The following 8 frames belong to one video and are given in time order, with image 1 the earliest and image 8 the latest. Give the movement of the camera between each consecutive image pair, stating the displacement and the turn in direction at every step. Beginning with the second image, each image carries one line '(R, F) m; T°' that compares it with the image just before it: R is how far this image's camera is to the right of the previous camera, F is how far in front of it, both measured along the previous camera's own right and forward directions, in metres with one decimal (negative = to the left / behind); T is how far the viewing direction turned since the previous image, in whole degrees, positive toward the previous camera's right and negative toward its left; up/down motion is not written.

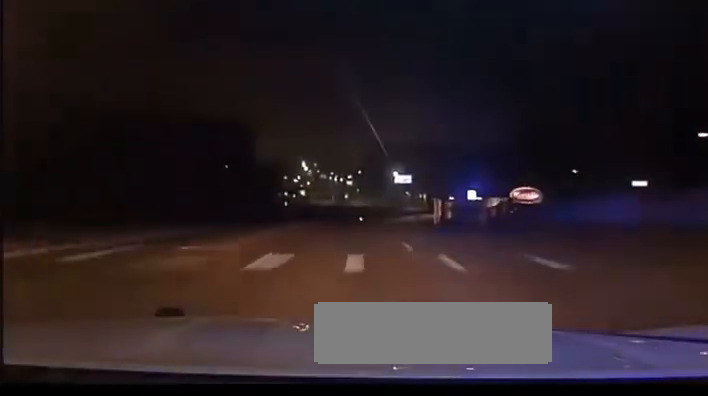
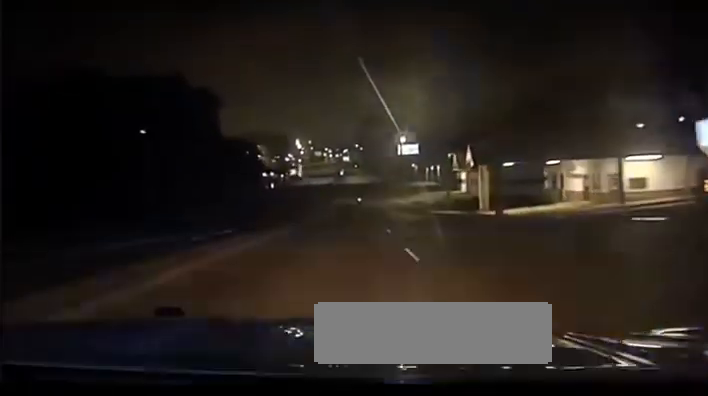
(+0.7, +39.2) m; +1°
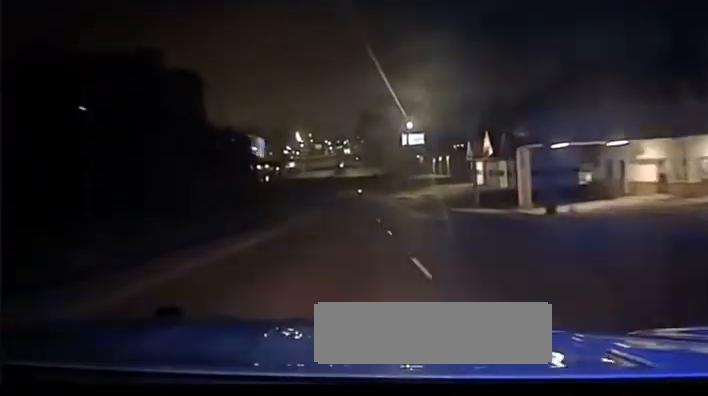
(+0.1, +15.0) m; -1°
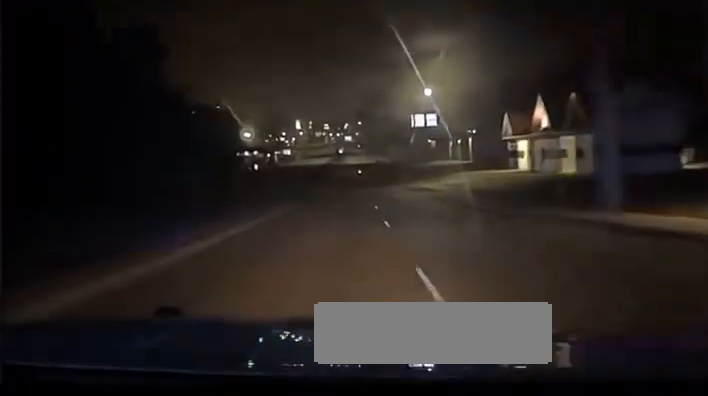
(-0.3, +27.2) m; -1°
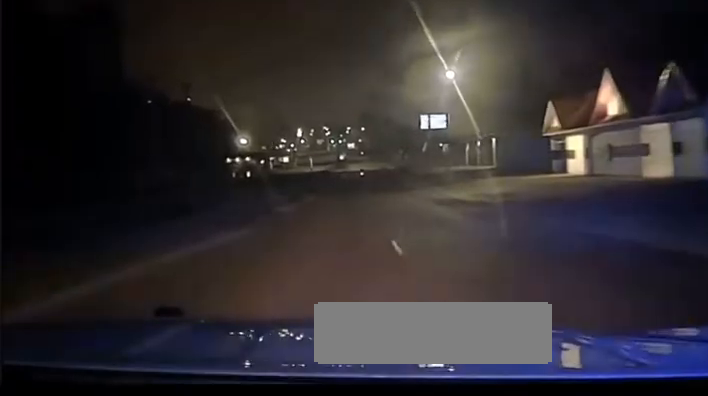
(-0.2, +18.1) m; 0°
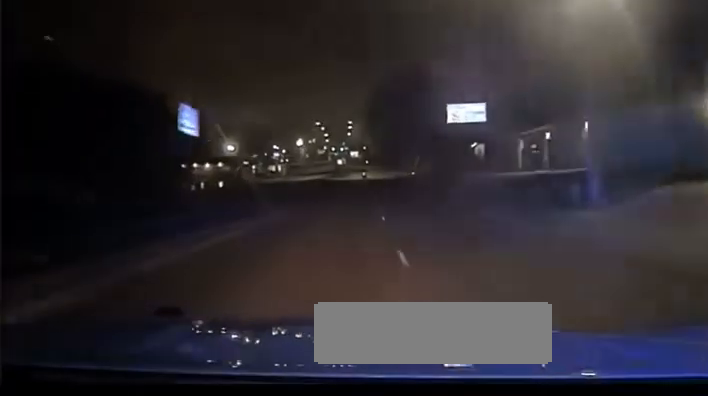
(+0.2, +39.1) m; +1°
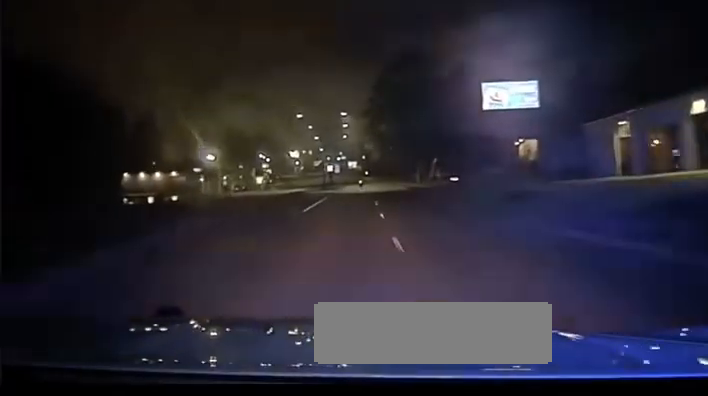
(+0.2, +33.6) m; 0°
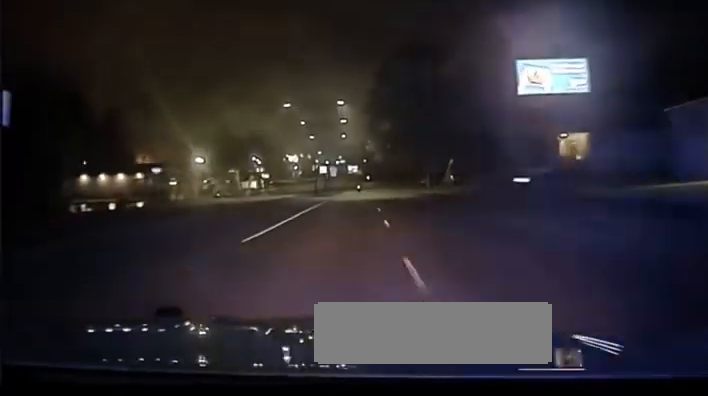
(0.0, +16.9) m; 0°
